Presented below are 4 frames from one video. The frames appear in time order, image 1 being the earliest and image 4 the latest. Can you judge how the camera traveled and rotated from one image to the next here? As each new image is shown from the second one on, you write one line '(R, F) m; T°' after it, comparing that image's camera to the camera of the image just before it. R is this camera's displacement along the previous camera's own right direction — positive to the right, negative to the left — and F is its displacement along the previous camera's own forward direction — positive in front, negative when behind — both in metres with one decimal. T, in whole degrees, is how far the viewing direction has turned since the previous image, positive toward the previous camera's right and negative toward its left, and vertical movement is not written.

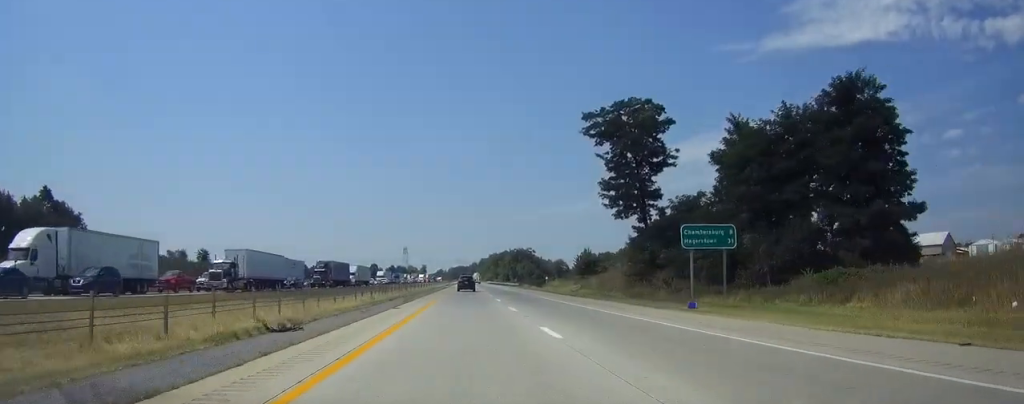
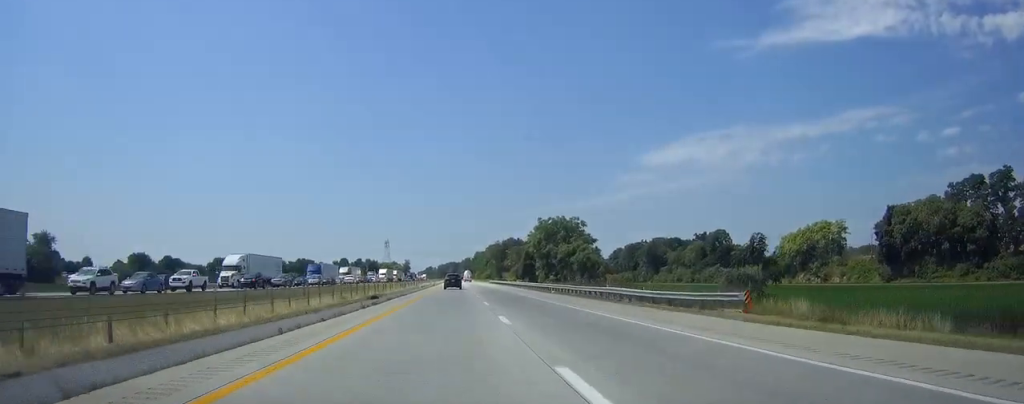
(+0.6, +118.0) m; +1°
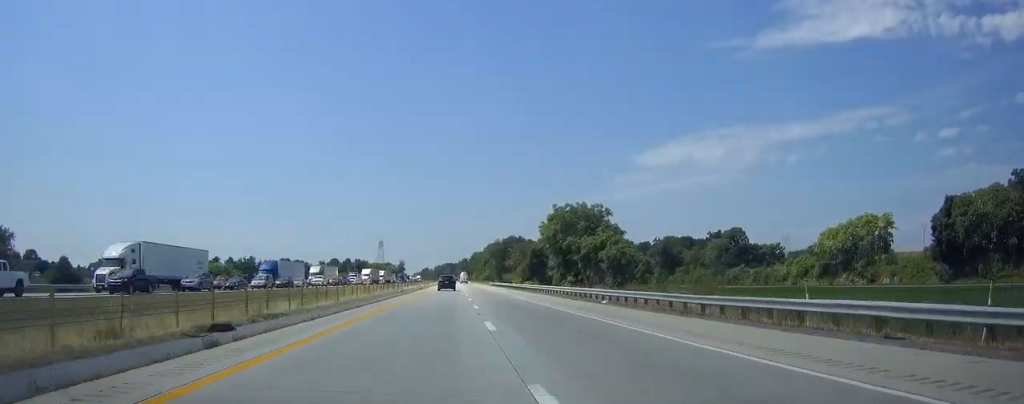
(0.0, +26.1) m; 0°
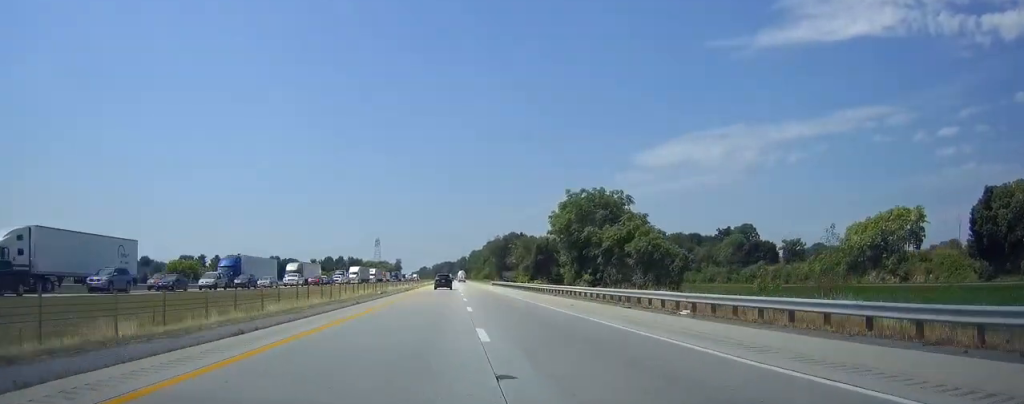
(0.0, +15.2) m; 0°
